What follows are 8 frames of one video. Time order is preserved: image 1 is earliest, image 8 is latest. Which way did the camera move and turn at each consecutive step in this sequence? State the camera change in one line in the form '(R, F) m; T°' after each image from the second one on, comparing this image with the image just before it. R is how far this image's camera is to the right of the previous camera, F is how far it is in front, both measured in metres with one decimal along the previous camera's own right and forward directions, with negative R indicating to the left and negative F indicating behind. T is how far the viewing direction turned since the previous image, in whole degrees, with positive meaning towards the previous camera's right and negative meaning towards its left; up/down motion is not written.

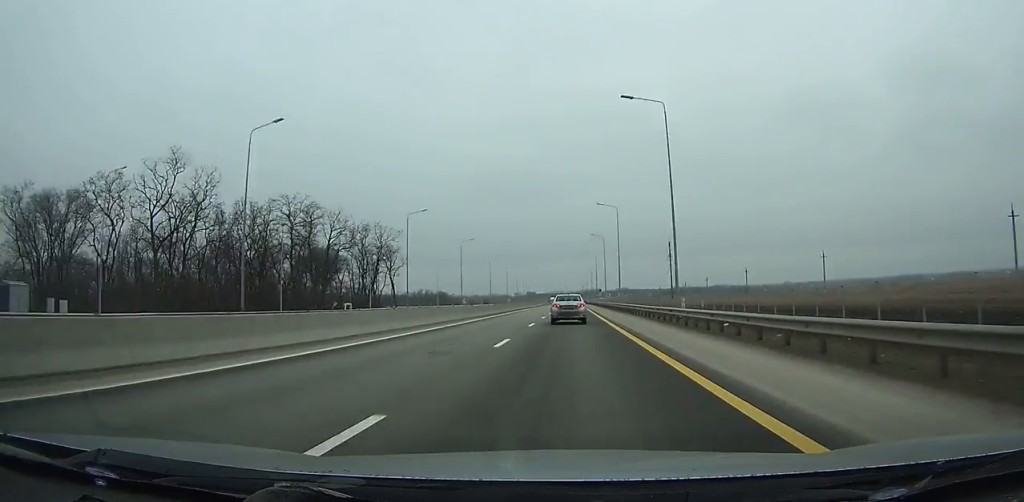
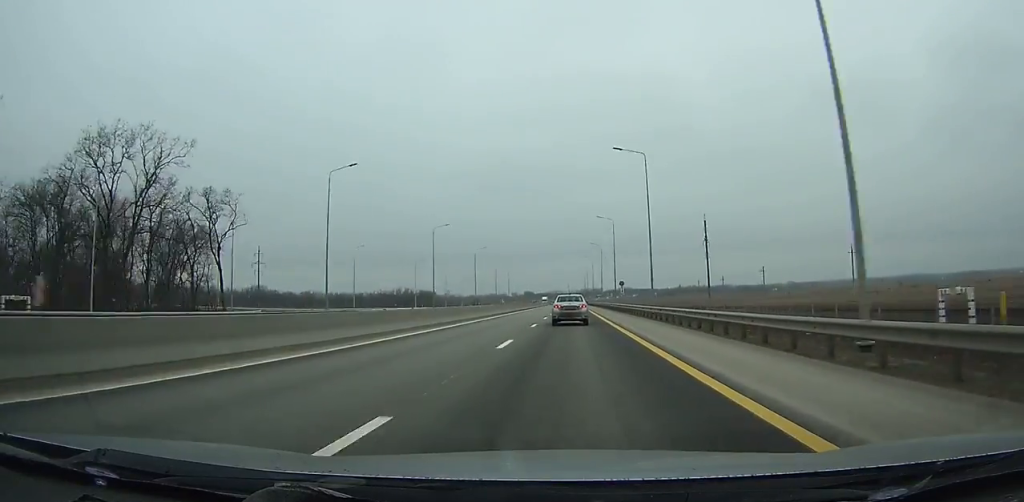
(0.0, +59.7) m; 0°
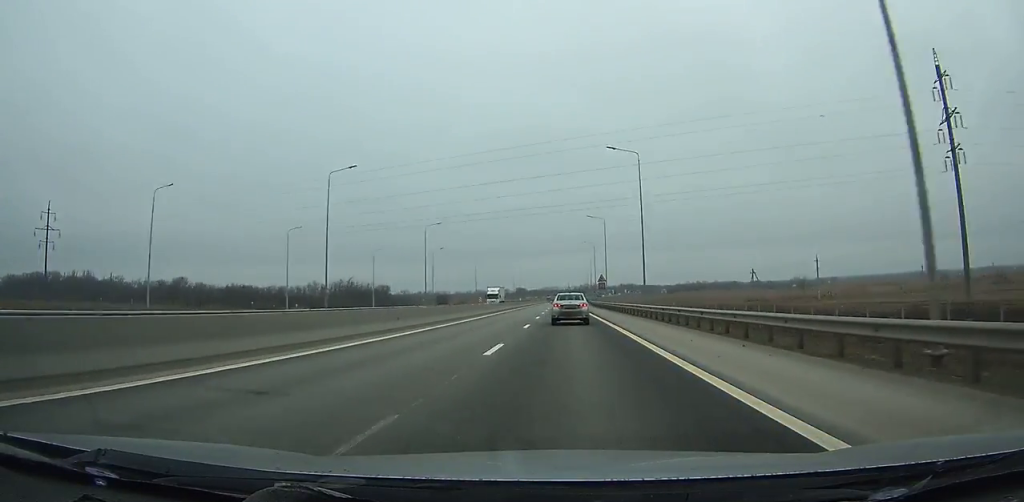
(0.0, +109.2) m; 0°
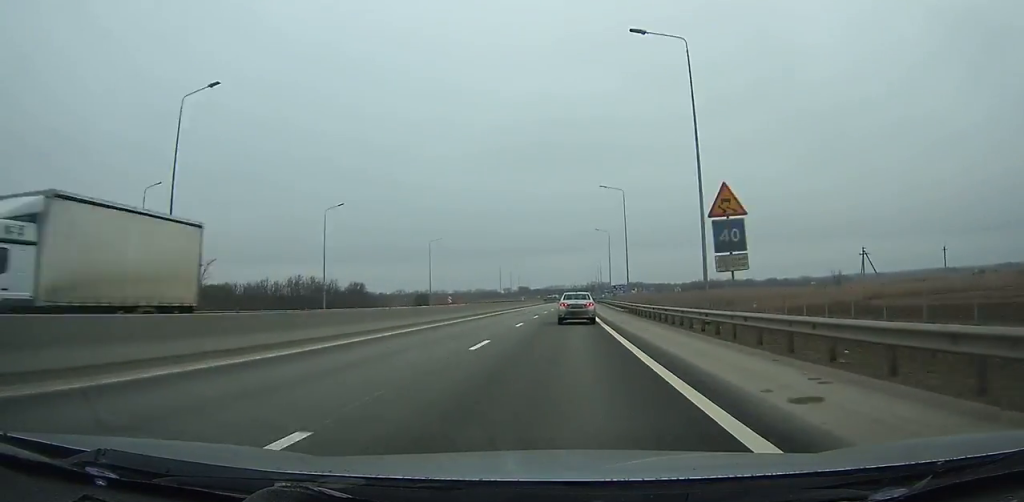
(+0.1, +58.6) m; 0°
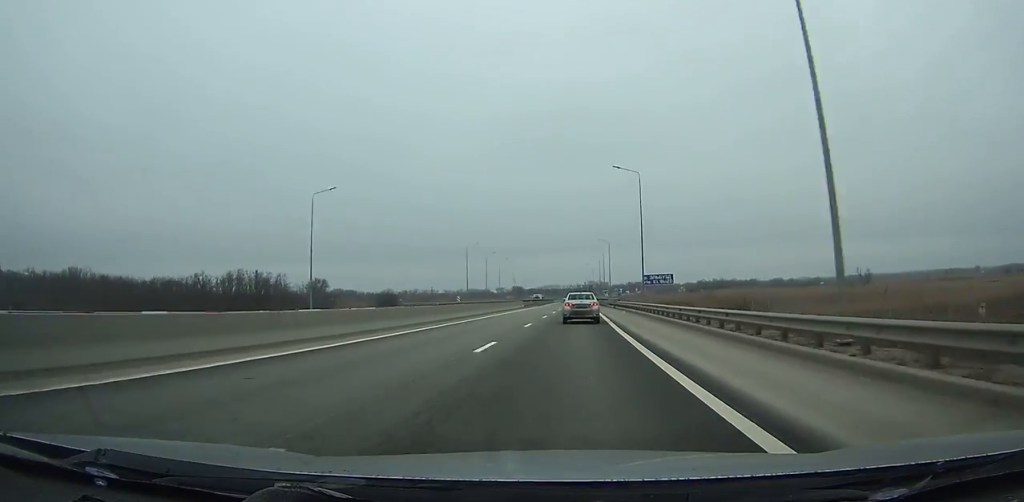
(0.0, +49.1) m; 0°
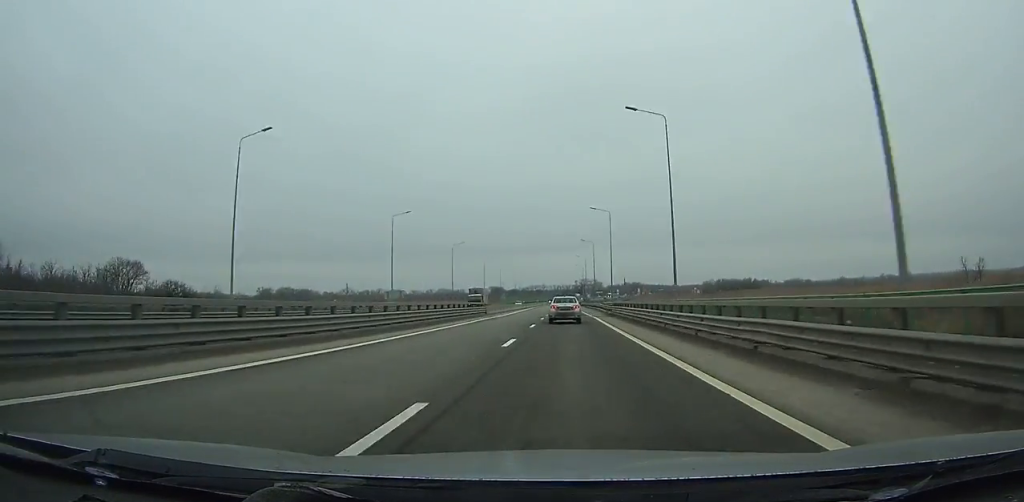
(+0.6, +130.9) m; 0°
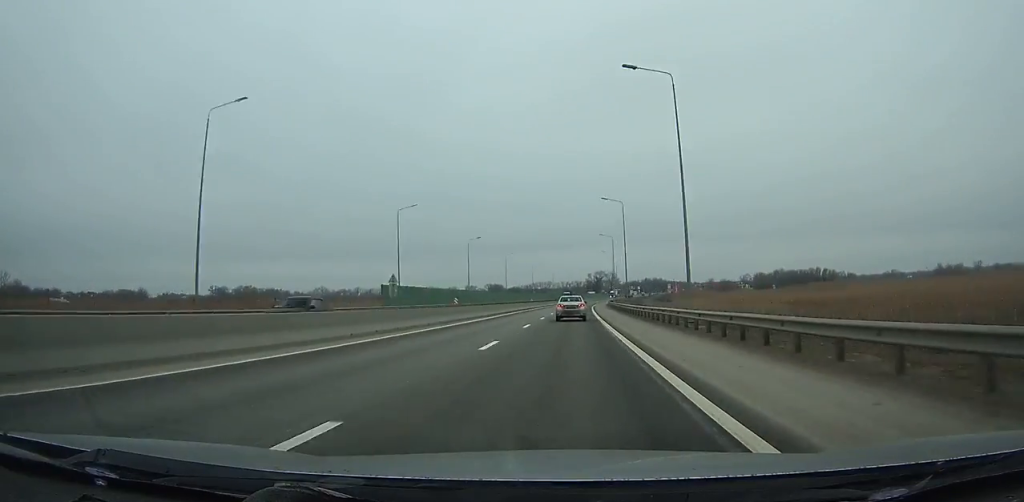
(-0.5, +120.7) m; +1°
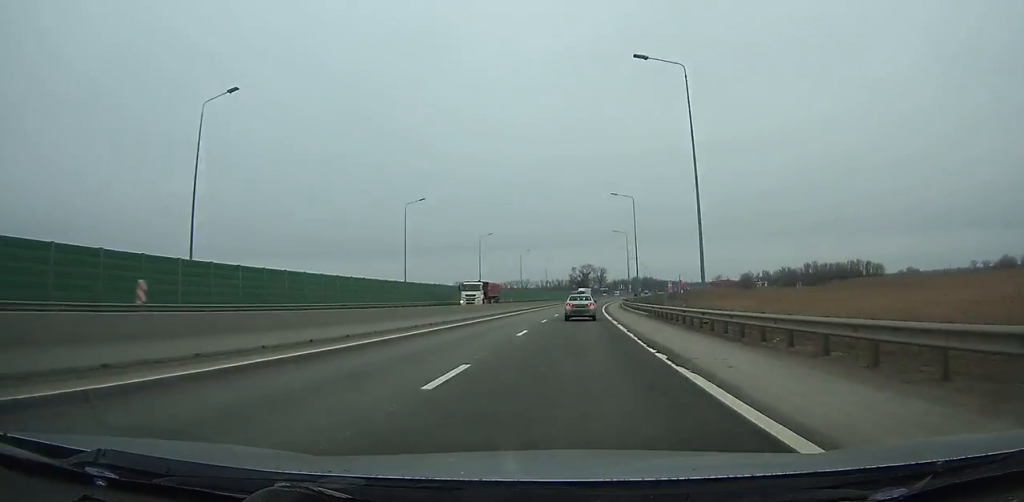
(+1.1, +77.6) m; +3°
